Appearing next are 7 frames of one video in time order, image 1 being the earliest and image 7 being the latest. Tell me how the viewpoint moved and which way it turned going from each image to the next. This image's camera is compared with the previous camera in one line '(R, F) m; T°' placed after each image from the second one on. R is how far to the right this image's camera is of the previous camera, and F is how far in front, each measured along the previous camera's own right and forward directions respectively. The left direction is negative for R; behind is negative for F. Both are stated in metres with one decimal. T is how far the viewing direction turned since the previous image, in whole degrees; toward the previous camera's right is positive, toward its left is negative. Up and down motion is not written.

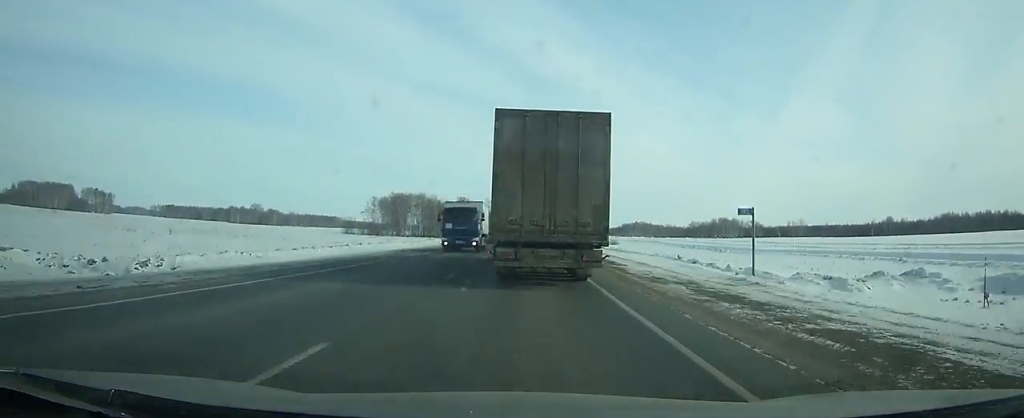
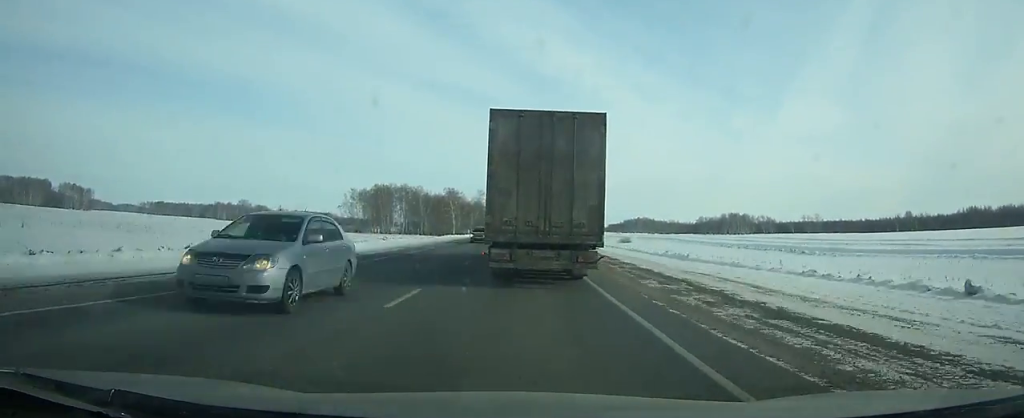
(-0.1, +29.3) m; 0°
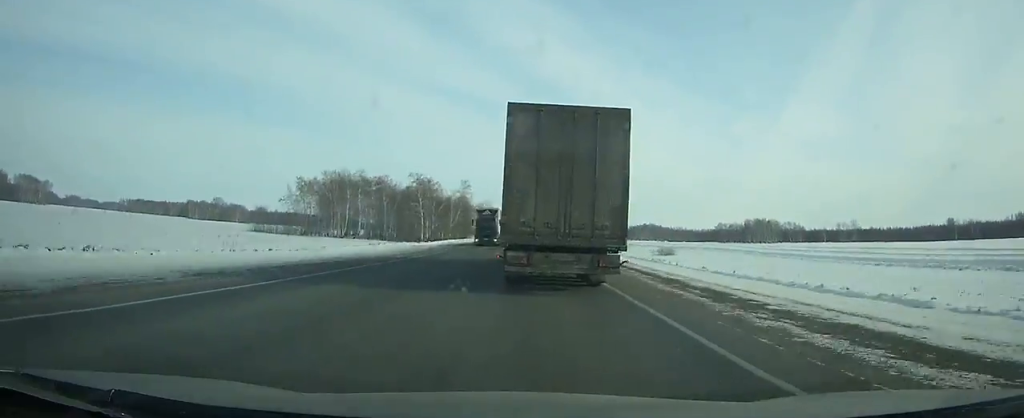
(-0.1, +56.6) m; 0°
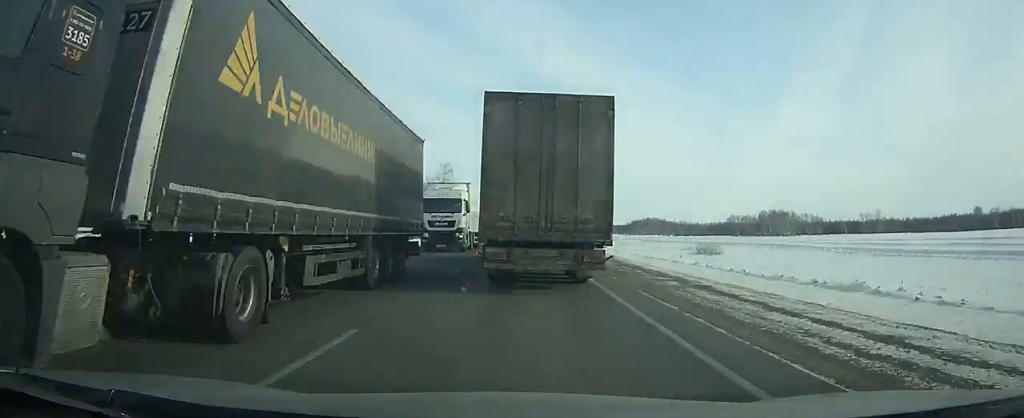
(+0.1, +32.2) m; 0°
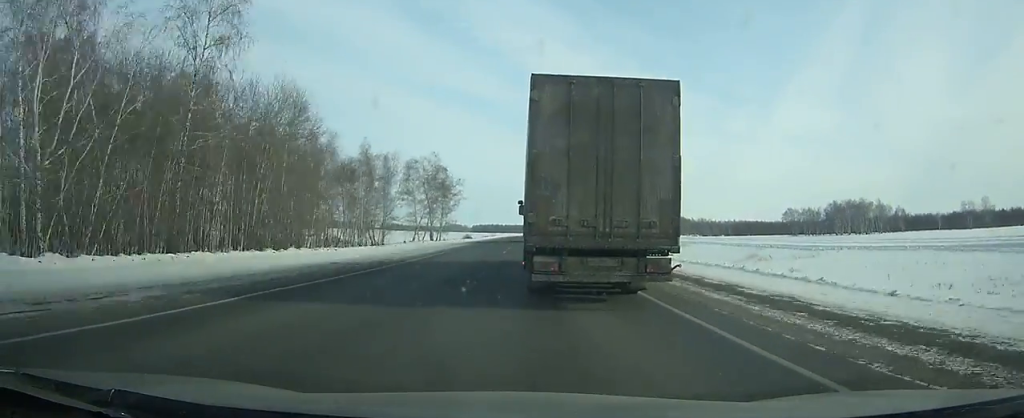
(0.0, +103.7) m; 0°
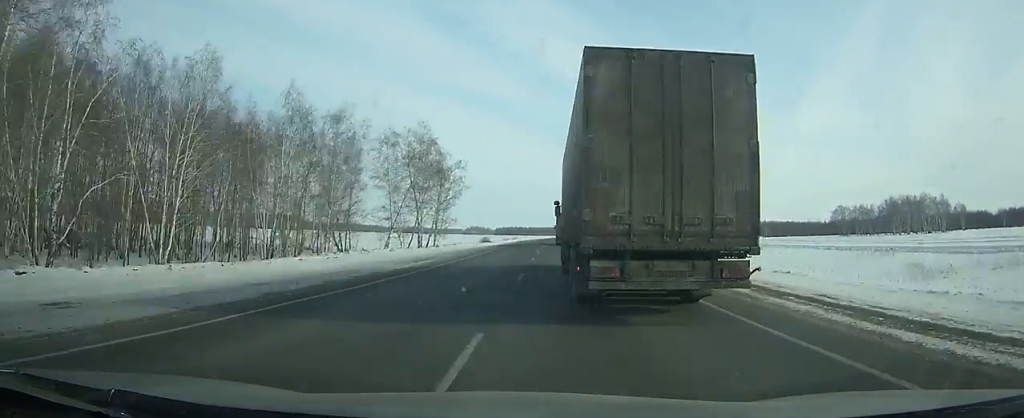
(-0.1, +32.1) m; 0°
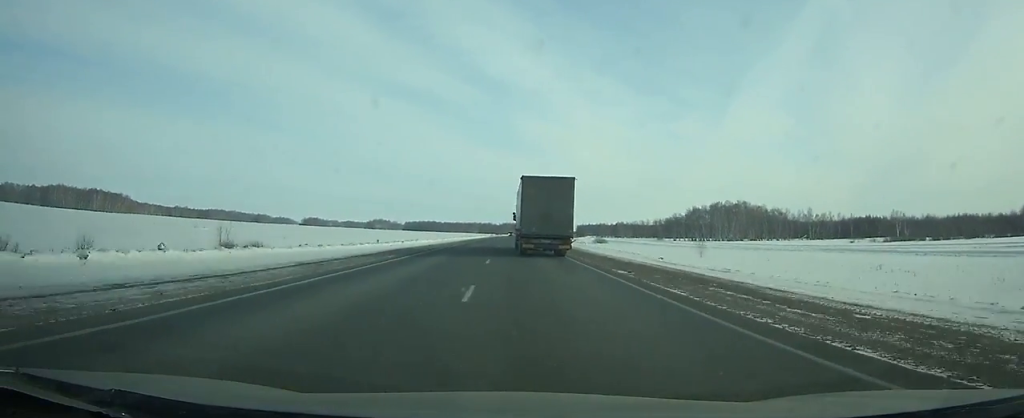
(+9.3, +265.8) m; +4°
